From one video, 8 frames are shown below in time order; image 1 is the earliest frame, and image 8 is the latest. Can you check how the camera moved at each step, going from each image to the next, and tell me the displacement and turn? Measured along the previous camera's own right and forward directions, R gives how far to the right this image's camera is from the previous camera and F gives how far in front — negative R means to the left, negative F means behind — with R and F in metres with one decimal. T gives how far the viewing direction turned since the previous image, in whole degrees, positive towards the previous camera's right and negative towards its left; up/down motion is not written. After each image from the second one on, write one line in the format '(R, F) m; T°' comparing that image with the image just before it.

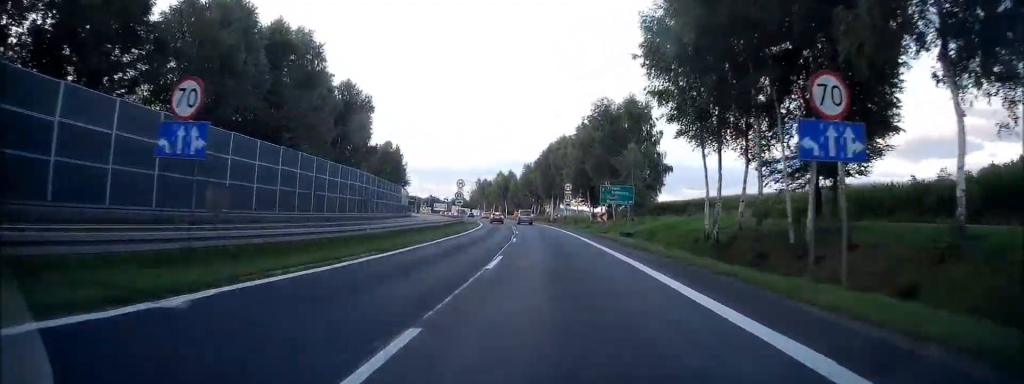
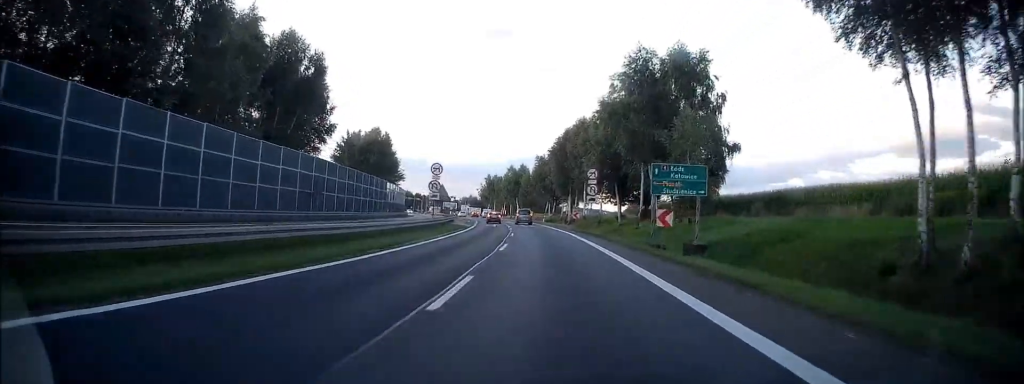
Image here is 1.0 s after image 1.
(-0.3, +19.9) m; -2°
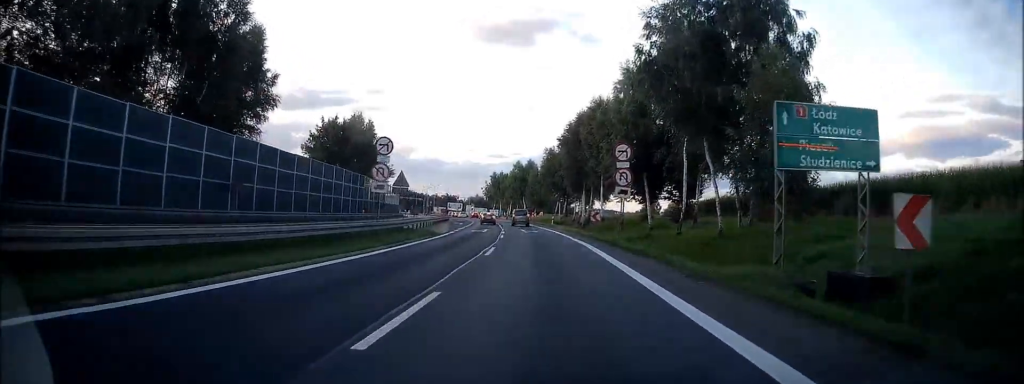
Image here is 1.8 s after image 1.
(-0.2, +15.5) m; -1°
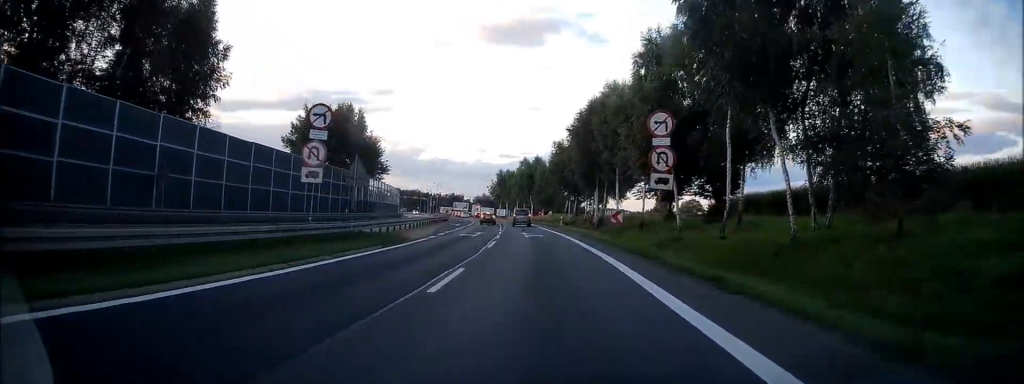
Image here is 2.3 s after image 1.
(-0.1, +8.7) m; -1°
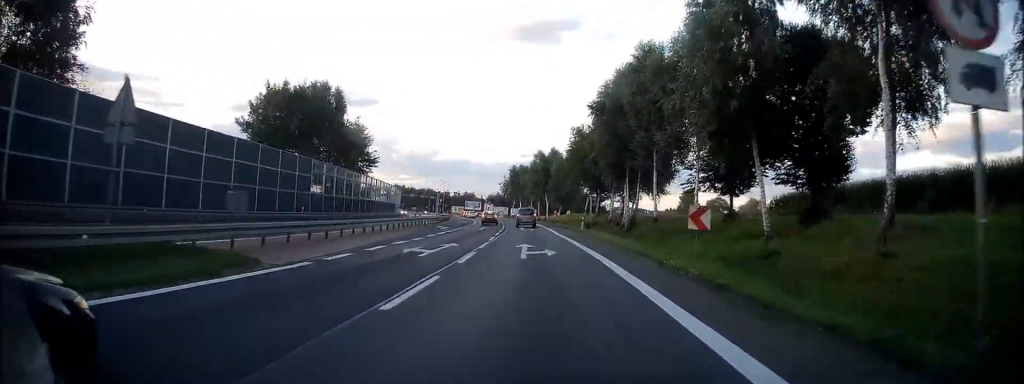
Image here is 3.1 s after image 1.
(-0.1, +15.1) m; -1°
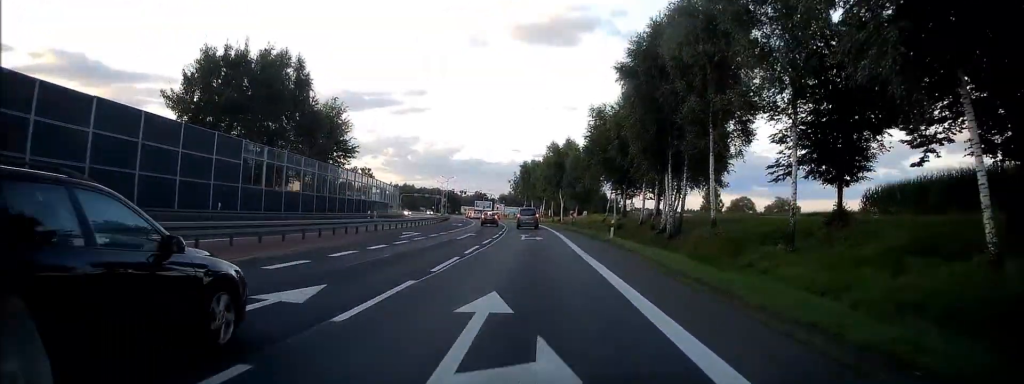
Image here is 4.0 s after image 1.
(-0.2, +15.3) m; -2°
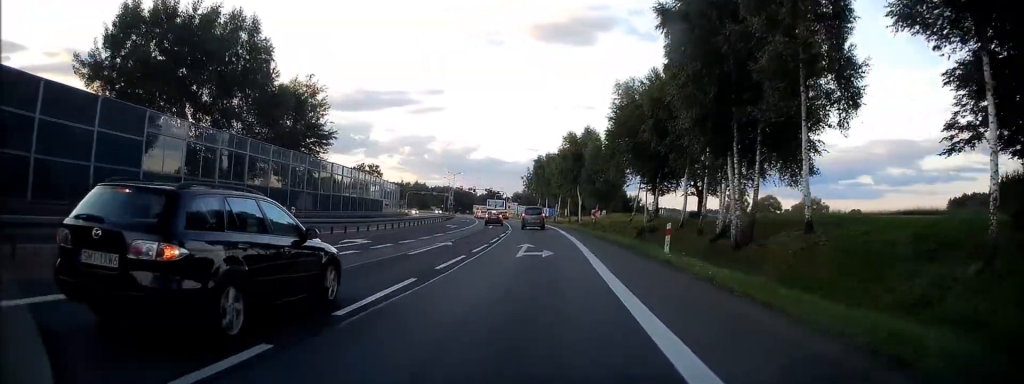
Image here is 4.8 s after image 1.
(-0.2, +12.9) m; -2°
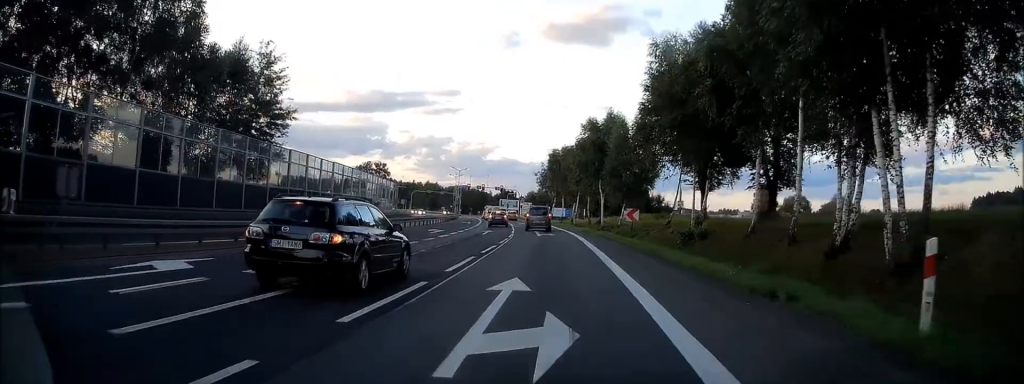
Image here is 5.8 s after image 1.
(-0.2, +13.5) m; -2°
